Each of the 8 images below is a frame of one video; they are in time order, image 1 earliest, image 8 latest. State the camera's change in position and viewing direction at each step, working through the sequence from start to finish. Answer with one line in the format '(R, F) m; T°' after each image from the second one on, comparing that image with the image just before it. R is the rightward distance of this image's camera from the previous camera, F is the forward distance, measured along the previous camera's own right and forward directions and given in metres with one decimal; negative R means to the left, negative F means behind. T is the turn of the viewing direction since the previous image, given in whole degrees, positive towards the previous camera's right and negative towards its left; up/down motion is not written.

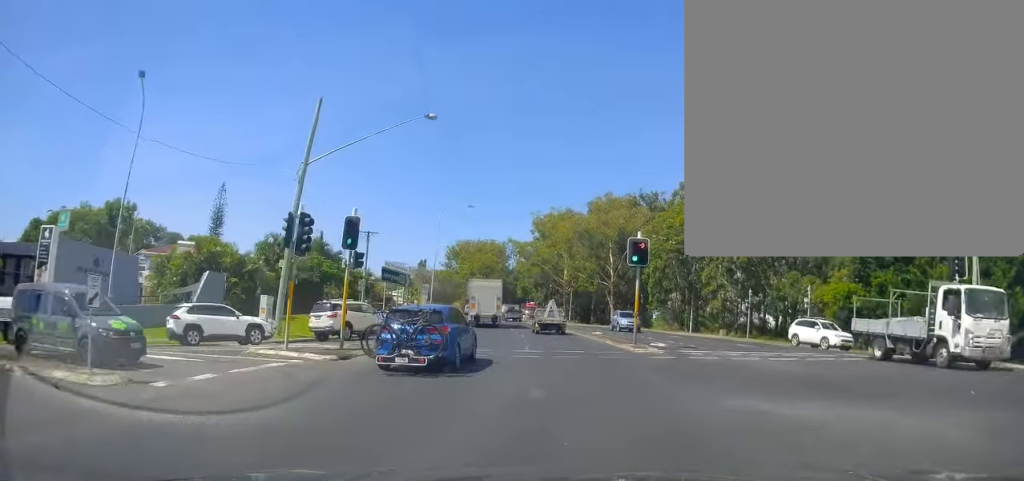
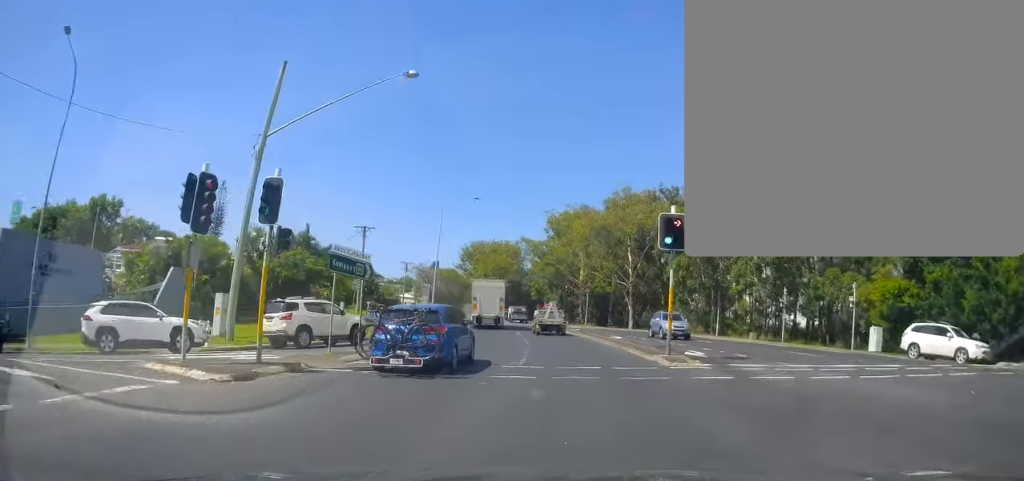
(-0.2, +5.6) m; -2°
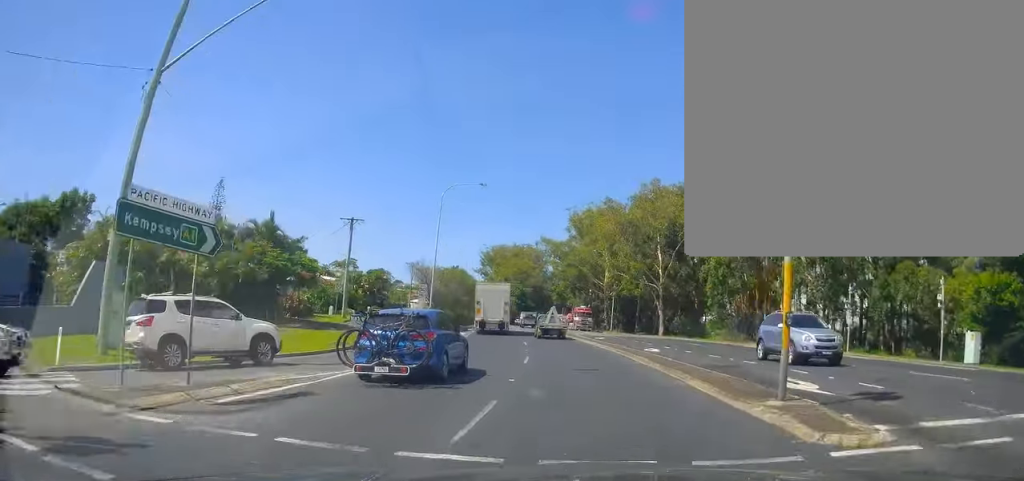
(0.0, +8.7) m; -3°
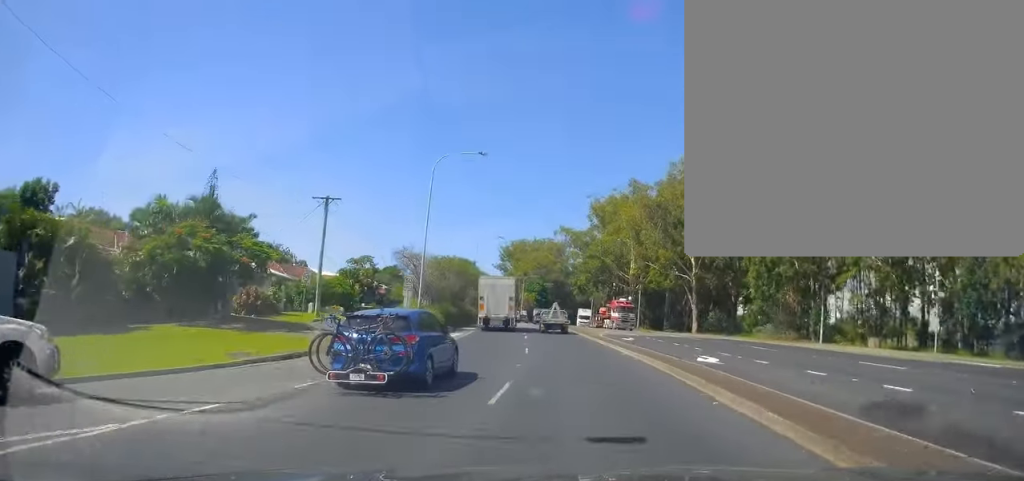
(-0.4, +8.9) m; -5°
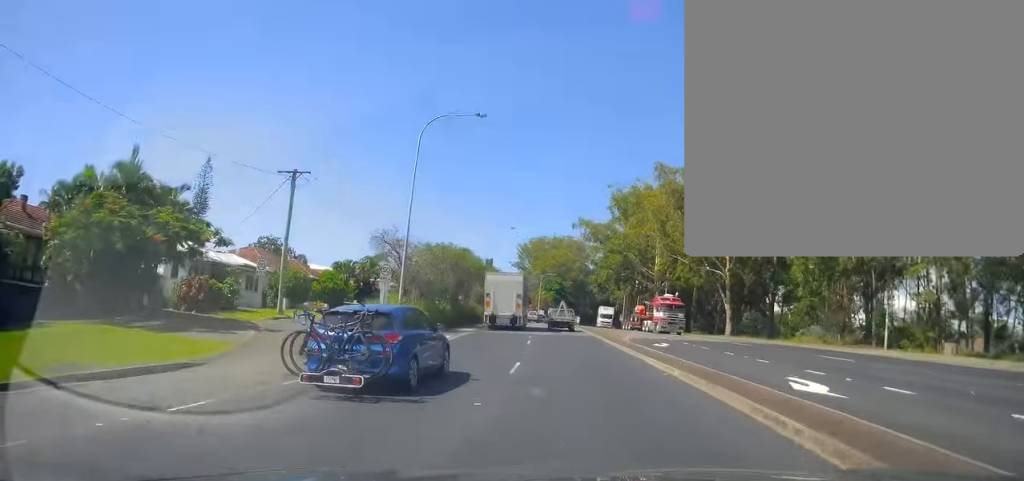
(-0.3, +7.6) m; -3°
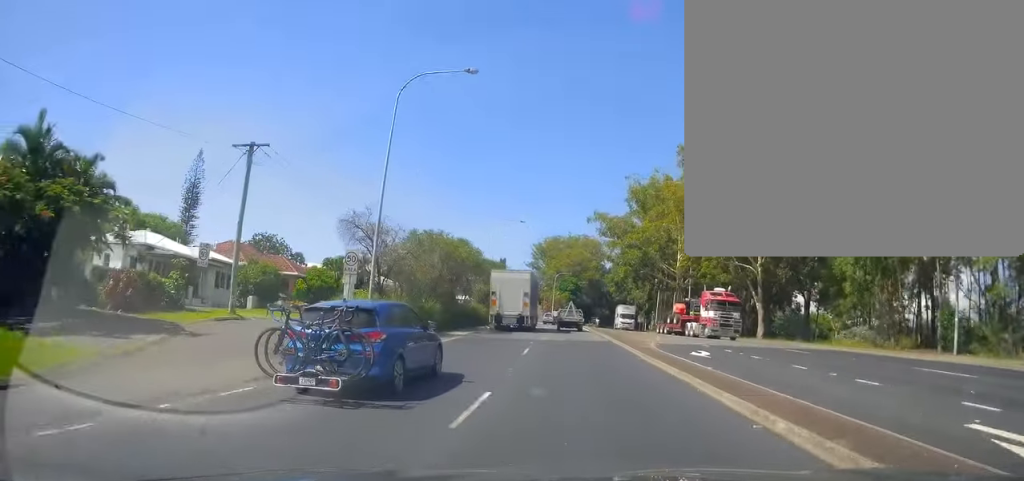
(-0.4, +6.3) m; -1°
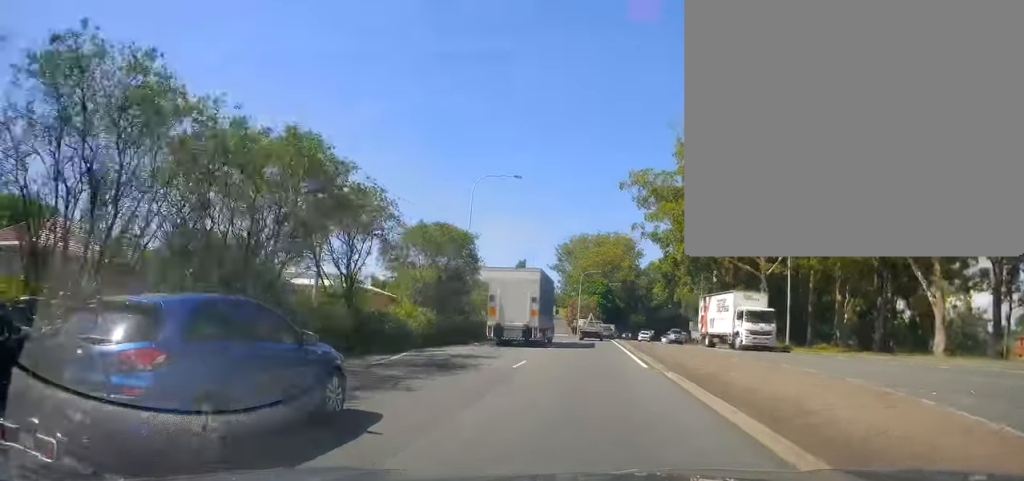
(+0.2, +26.2) m; 0°
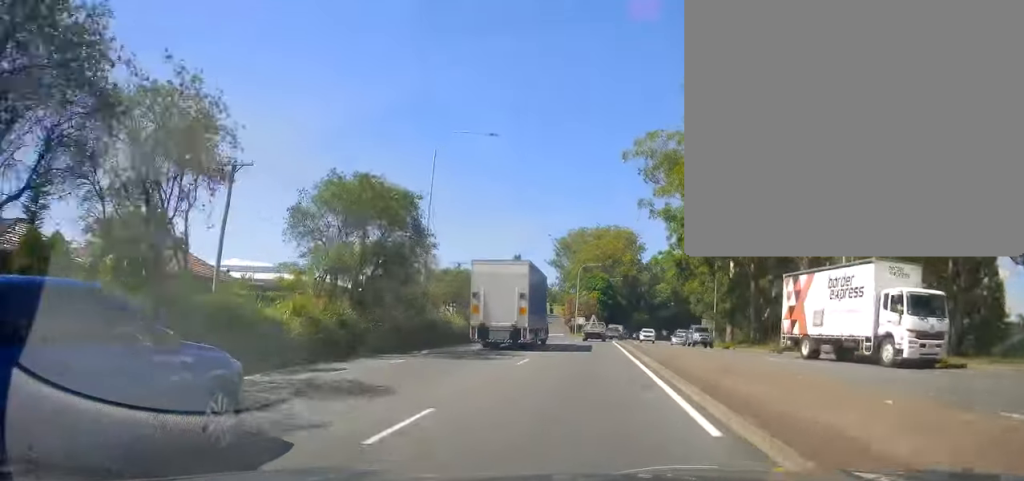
(-0.1, +10.0) m; -1°
